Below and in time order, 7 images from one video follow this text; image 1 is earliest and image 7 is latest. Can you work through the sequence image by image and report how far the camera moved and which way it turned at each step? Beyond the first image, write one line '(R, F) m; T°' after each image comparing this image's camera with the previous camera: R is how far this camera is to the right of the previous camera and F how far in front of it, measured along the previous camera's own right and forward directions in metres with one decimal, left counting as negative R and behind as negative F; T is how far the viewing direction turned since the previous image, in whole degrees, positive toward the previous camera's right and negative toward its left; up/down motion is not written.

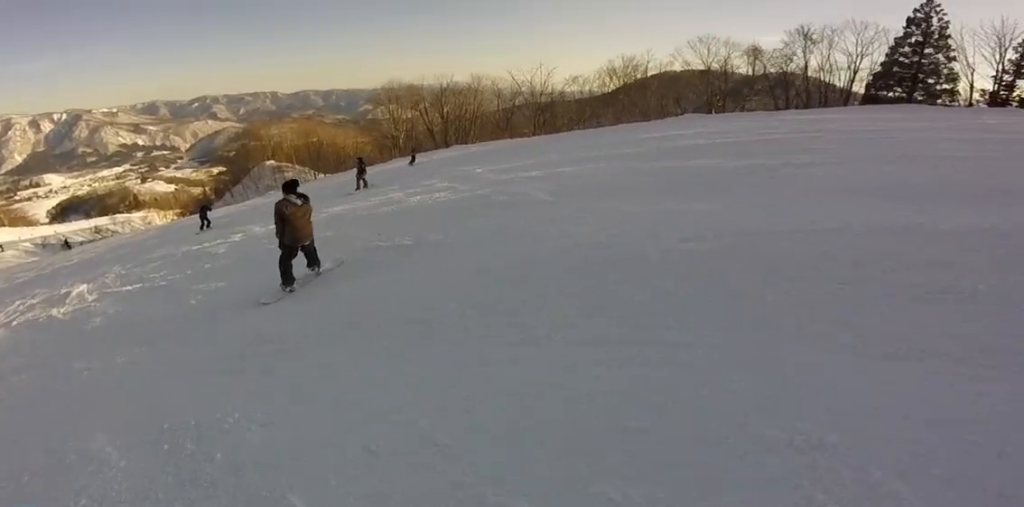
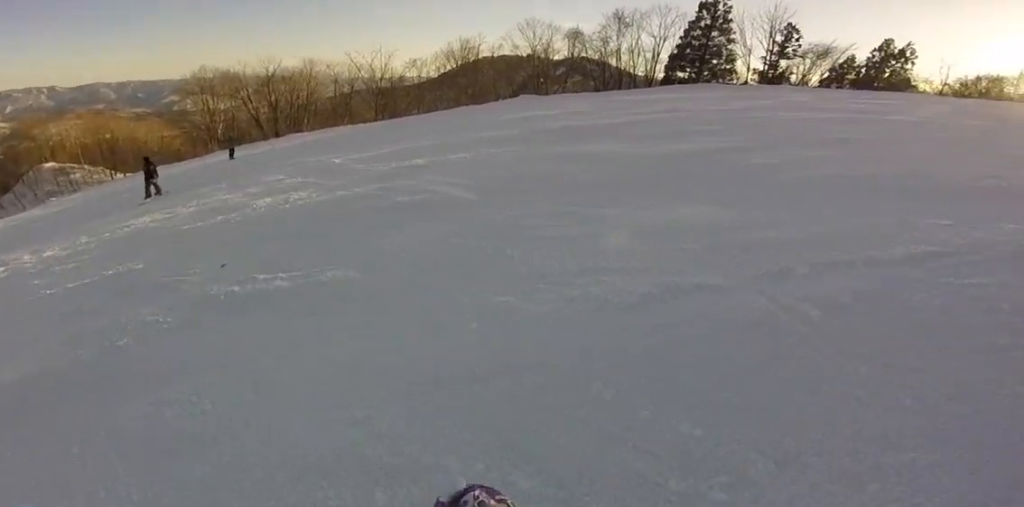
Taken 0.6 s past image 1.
(+0.1, +1.8) m; +3°
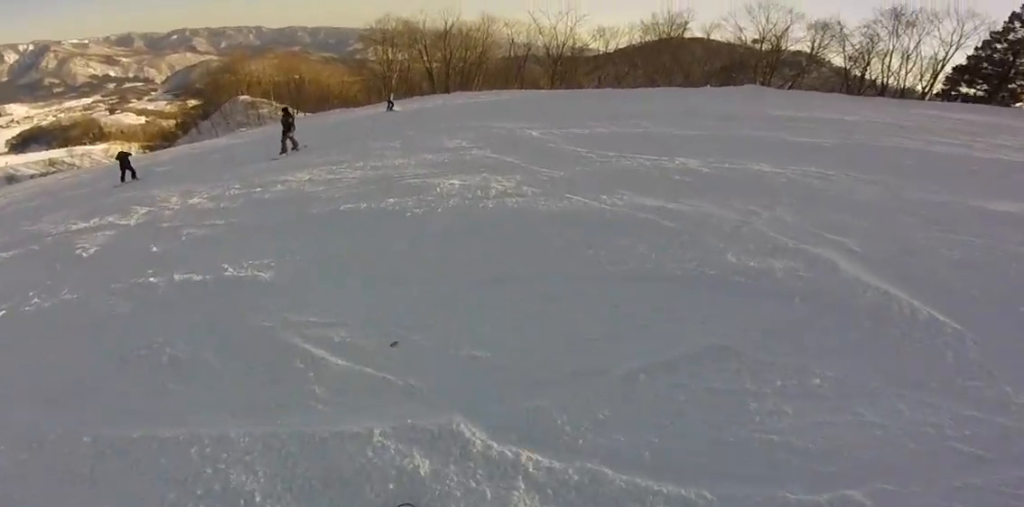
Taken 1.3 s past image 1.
(0.0, +2.3) m; -1°
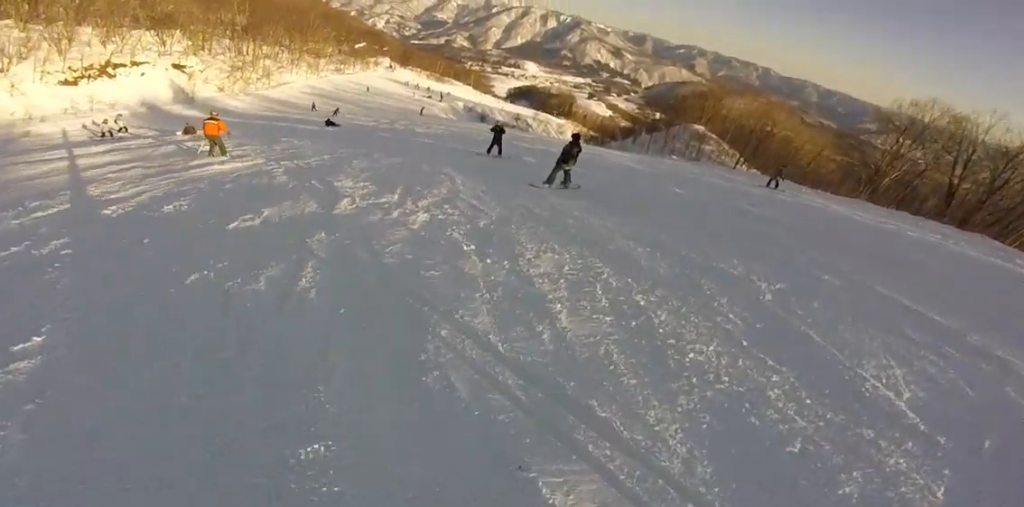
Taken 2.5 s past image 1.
(-0.3, +3.9) m; -11°
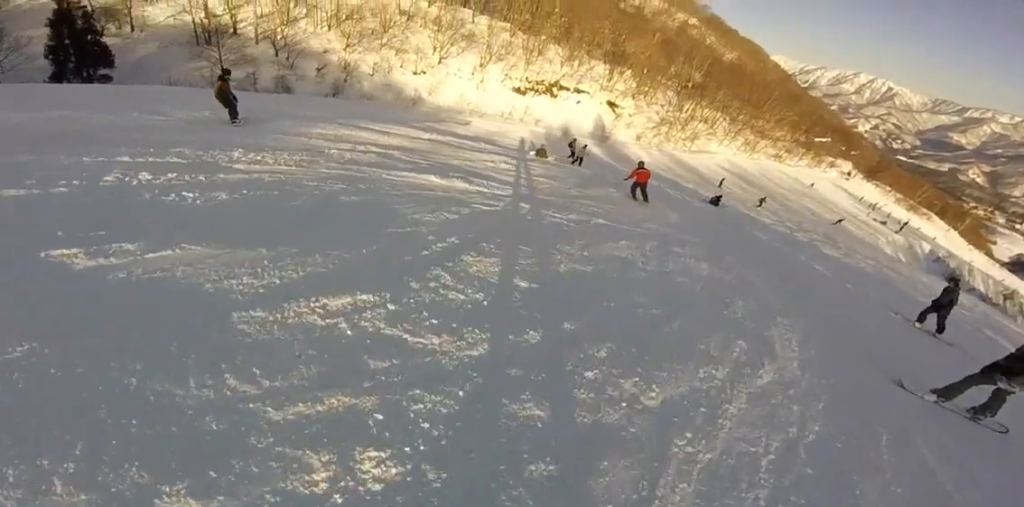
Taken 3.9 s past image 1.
(-0.5, +4.3) m; -14°
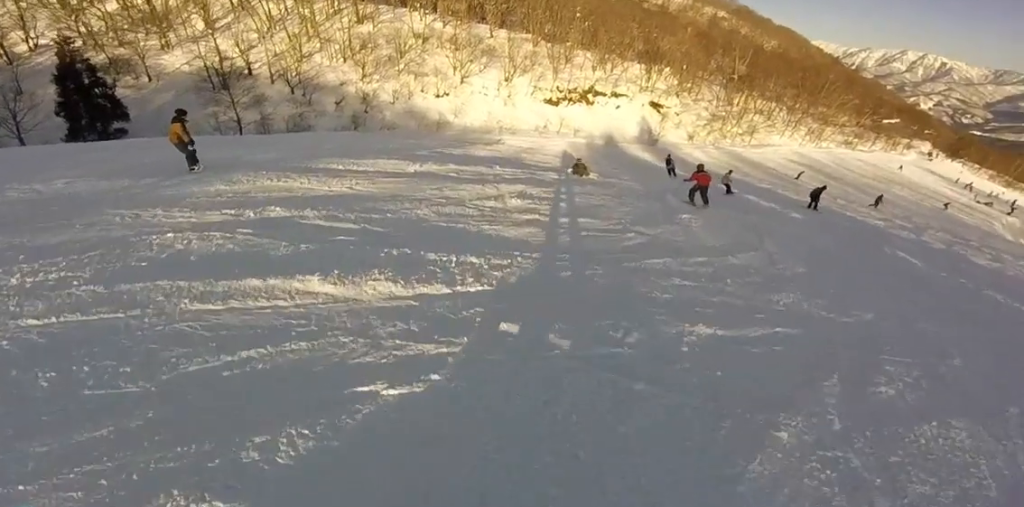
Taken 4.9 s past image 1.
(-0.3, +3.5) m; -1°
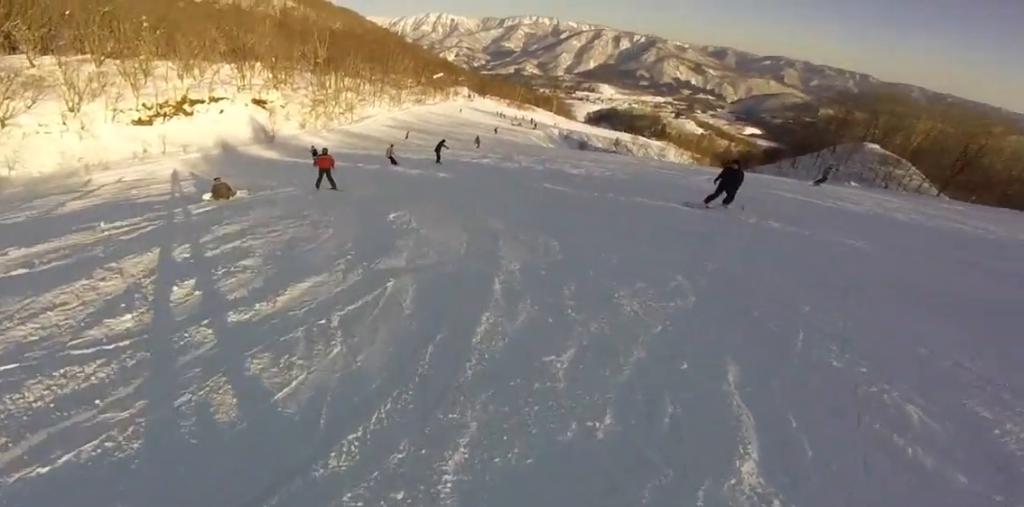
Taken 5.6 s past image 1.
(+0.2, +2.4) m; -1°
